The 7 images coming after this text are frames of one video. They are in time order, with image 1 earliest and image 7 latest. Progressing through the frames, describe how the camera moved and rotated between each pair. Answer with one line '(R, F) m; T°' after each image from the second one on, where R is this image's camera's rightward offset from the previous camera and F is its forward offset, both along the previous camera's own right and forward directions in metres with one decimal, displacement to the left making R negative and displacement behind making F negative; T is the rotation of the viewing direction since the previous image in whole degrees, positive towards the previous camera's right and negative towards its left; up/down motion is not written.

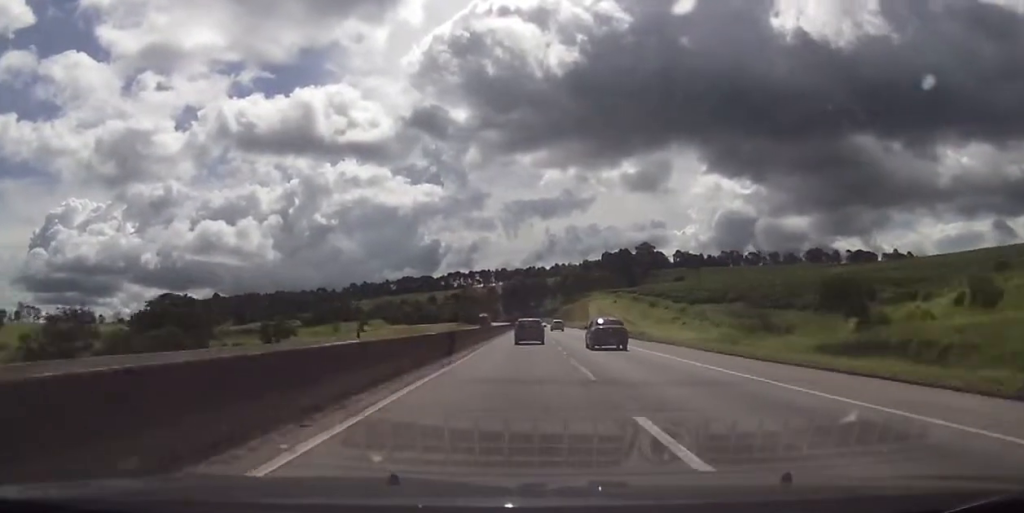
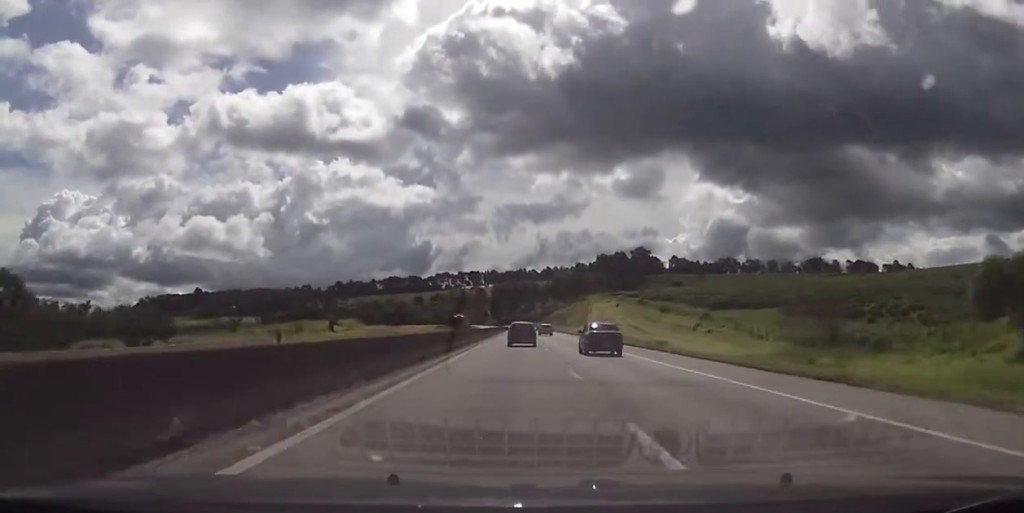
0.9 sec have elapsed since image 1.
(+0.2, +23.5) m; +1°
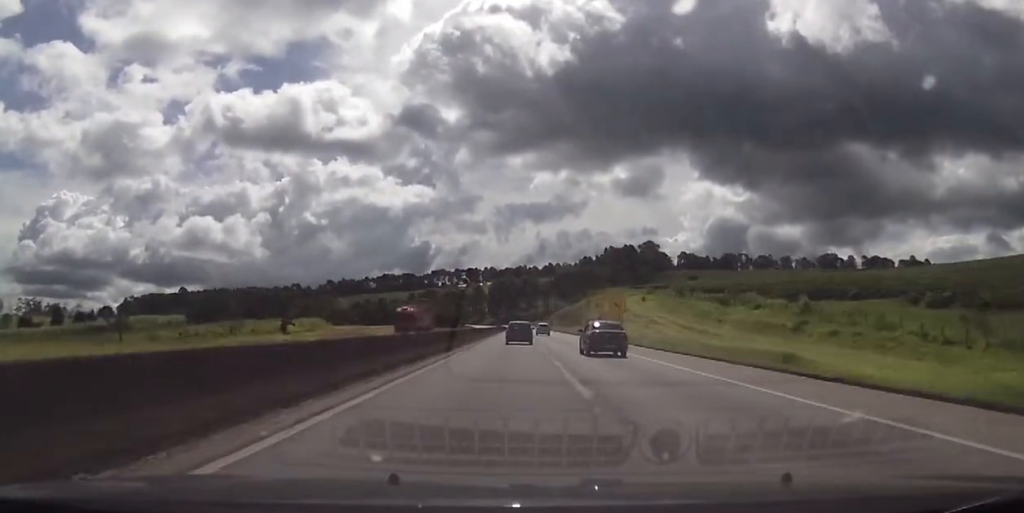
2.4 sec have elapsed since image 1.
(+0.8, +39.9) m; +1°
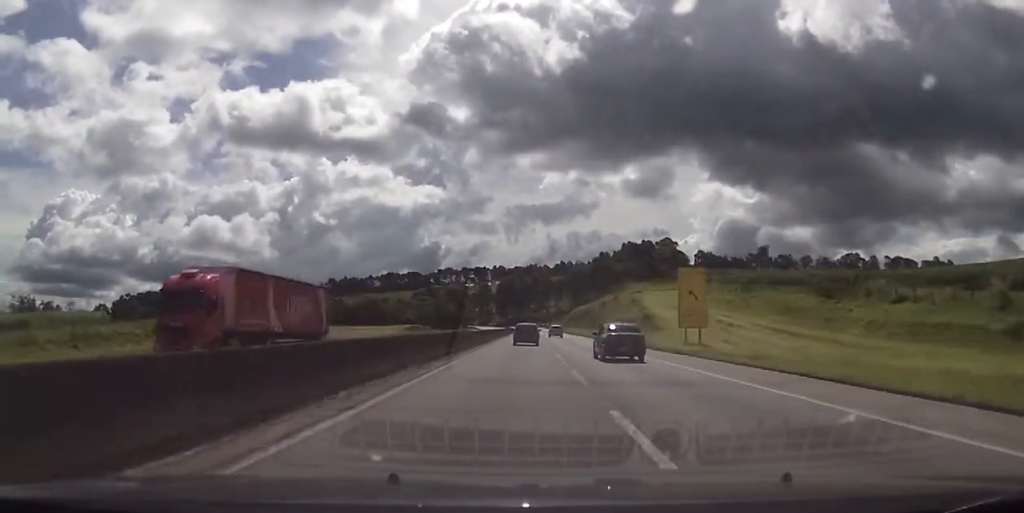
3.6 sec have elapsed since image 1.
(-0.3, +30.5) m; -1°
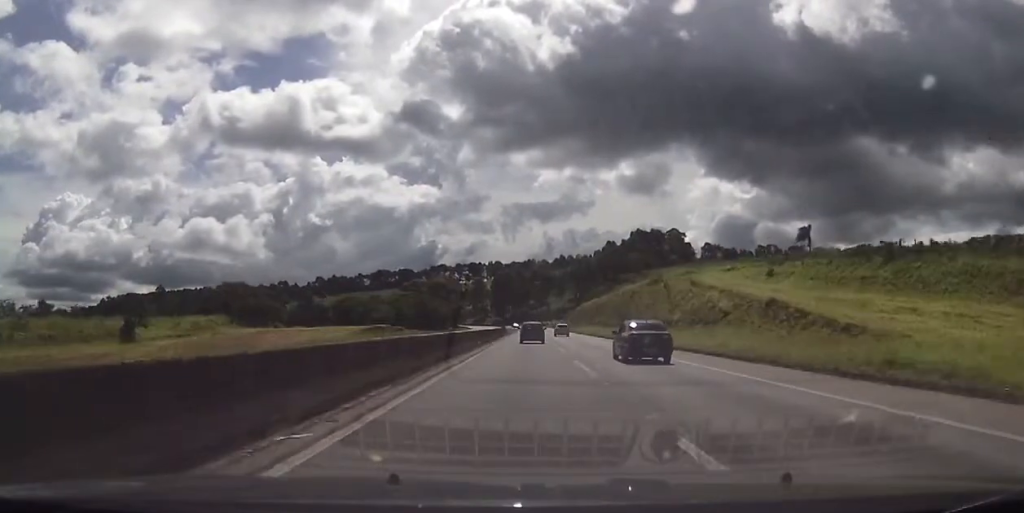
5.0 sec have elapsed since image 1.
(+0.1, +37.0) m; 0°
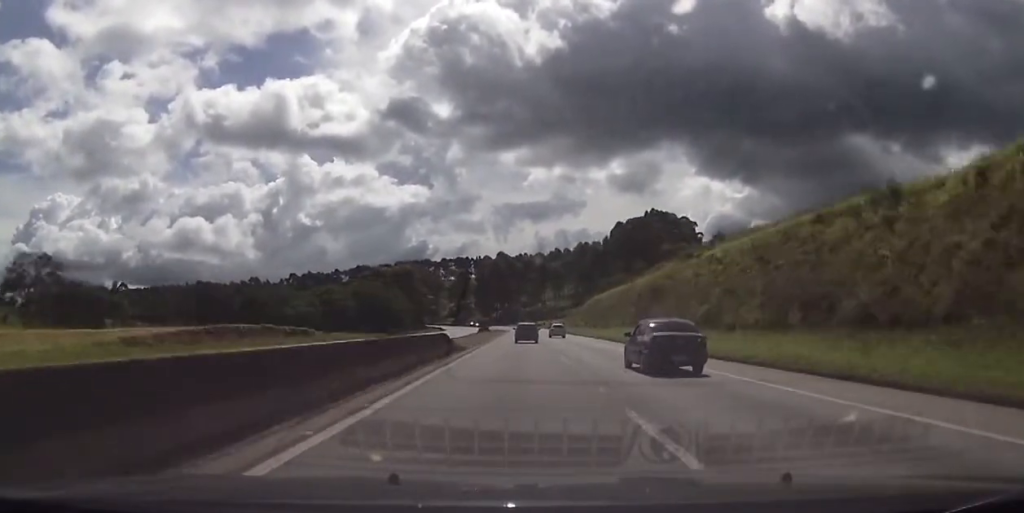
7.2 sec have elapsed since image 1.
(+0.1, +58.2) m; 0°
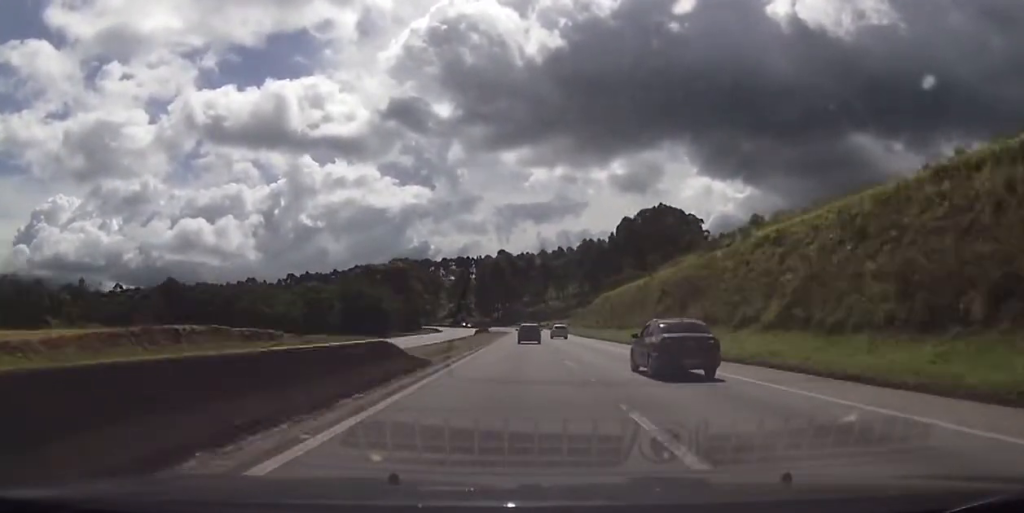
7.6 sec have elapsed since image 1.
(-0.1, +12.7) m; 0°
